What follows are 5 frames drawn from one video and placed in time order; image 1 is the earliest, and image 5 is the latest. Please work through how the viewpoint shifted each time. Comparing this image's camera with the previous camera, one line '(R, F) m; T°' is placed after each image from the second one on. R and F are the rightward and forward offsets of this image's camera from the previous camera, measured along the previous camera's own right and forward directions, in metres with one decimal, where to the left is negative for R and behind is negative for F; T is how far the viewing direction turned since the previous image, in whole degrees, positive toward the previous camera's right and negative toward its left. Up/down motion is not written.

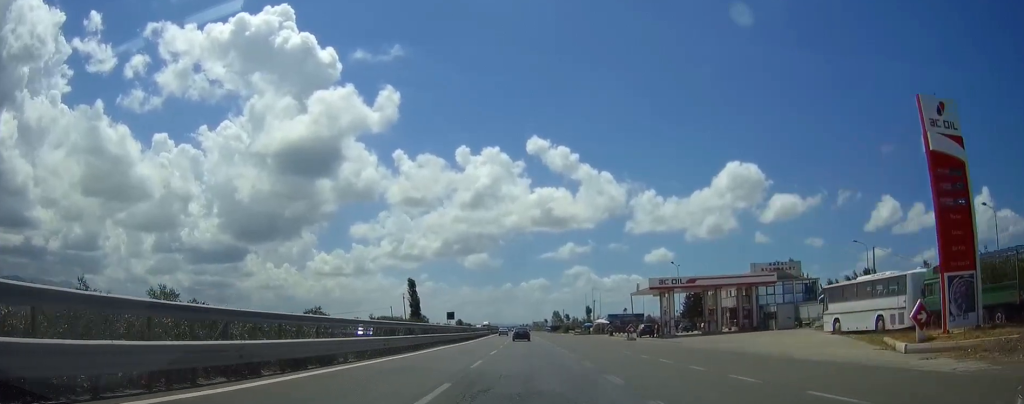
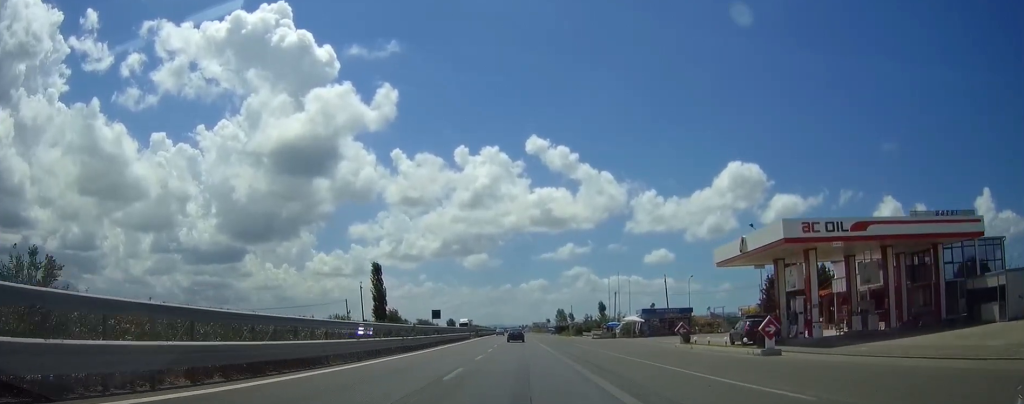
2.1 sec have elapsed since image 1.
(+0.1, +40.3) m; -1°
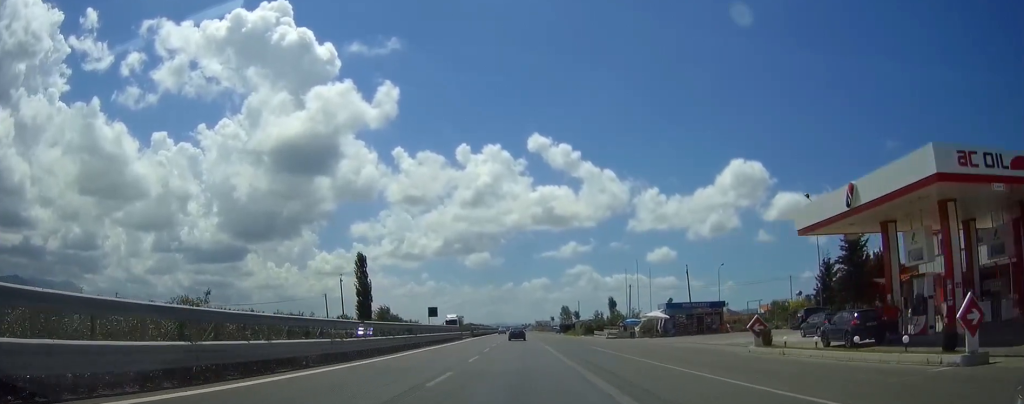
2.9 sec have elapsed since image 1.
(-0.1, +14.5) m; 0°
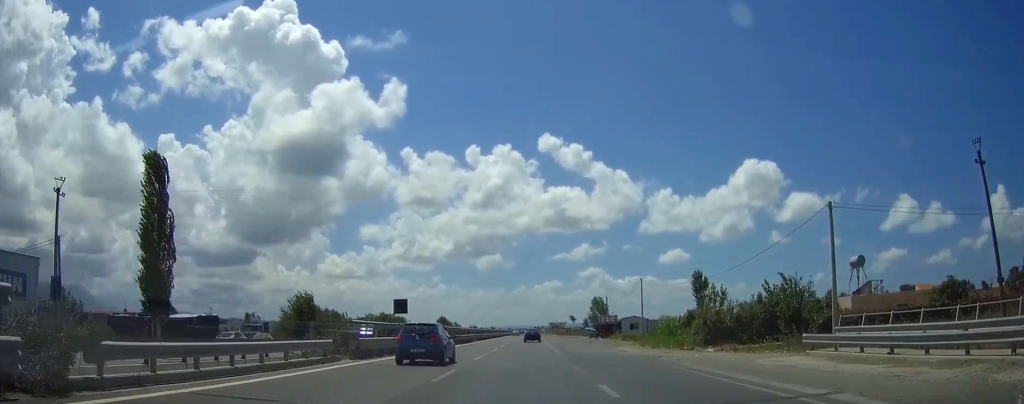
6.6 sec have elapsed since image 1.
(-0.2, +70.4) m; -1°
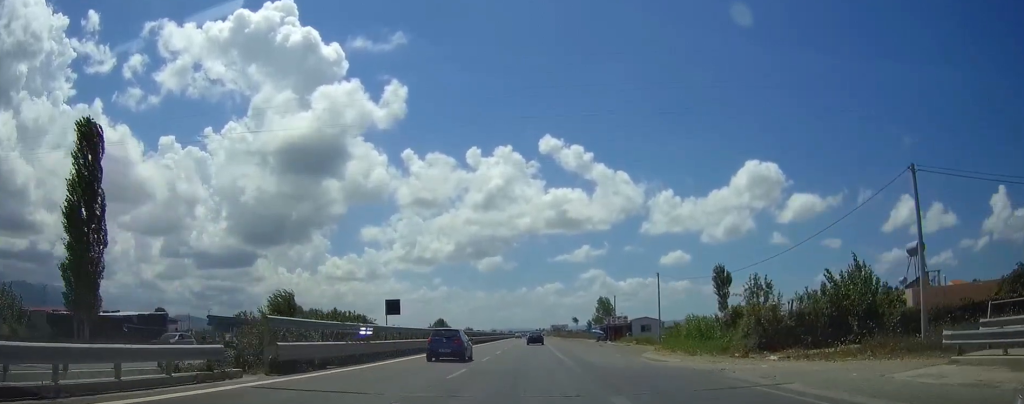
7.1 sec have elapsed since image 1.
(0.0, +9.5) m; 0°
